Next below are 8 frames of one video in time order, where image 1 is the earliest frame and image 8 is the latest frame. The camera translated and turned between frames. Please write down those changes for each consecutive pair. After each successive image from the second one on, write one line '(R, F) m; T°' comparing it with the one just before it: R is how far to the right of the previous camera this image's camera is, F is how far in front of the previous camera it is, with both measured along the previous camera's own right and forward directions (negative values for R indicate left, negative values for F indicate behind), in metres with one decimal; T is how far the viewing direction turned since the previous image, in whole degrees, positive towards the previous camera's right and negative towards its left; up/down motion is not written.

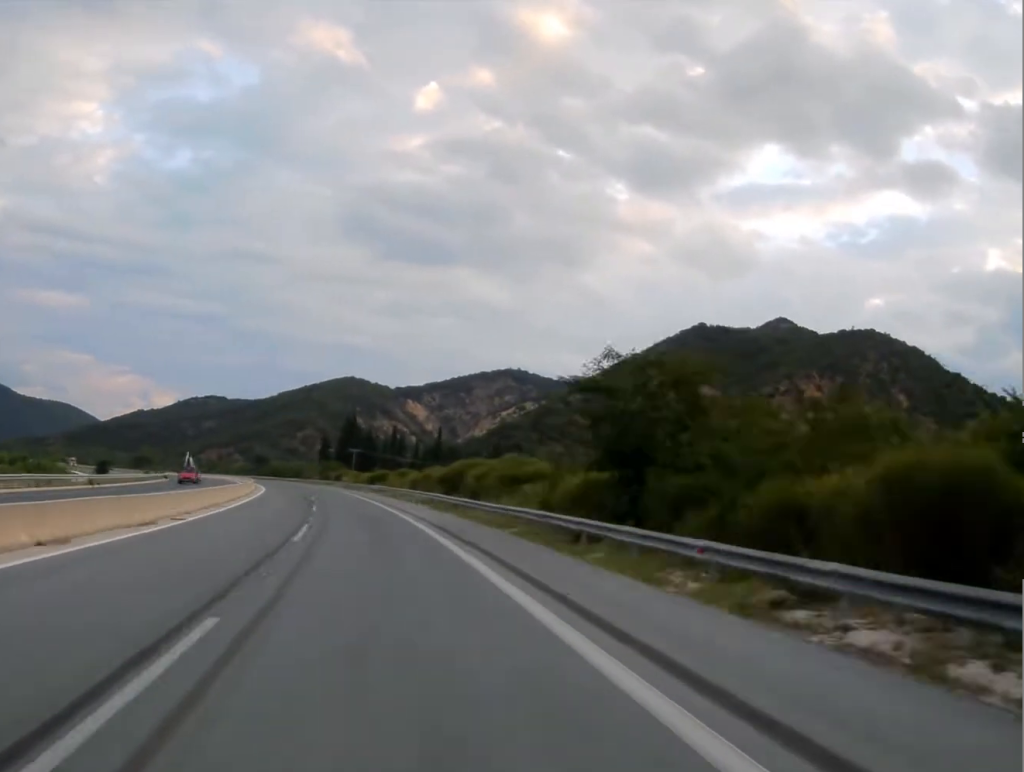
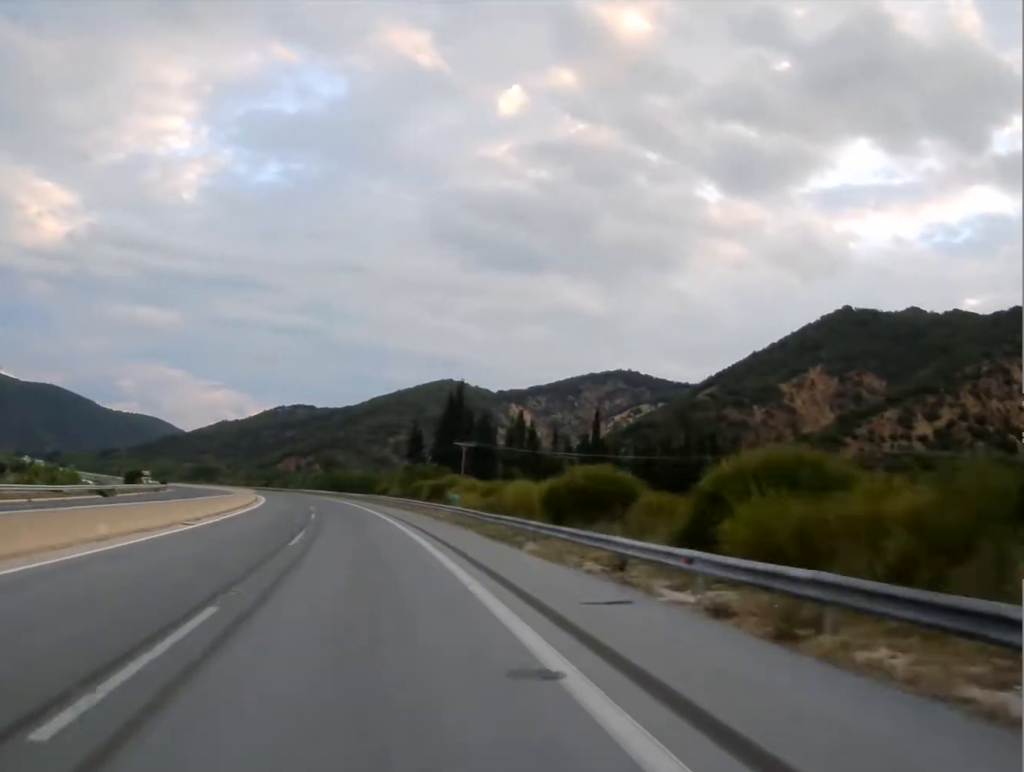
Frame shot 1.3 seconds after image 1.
(-3.0, +72.7) m; -6°
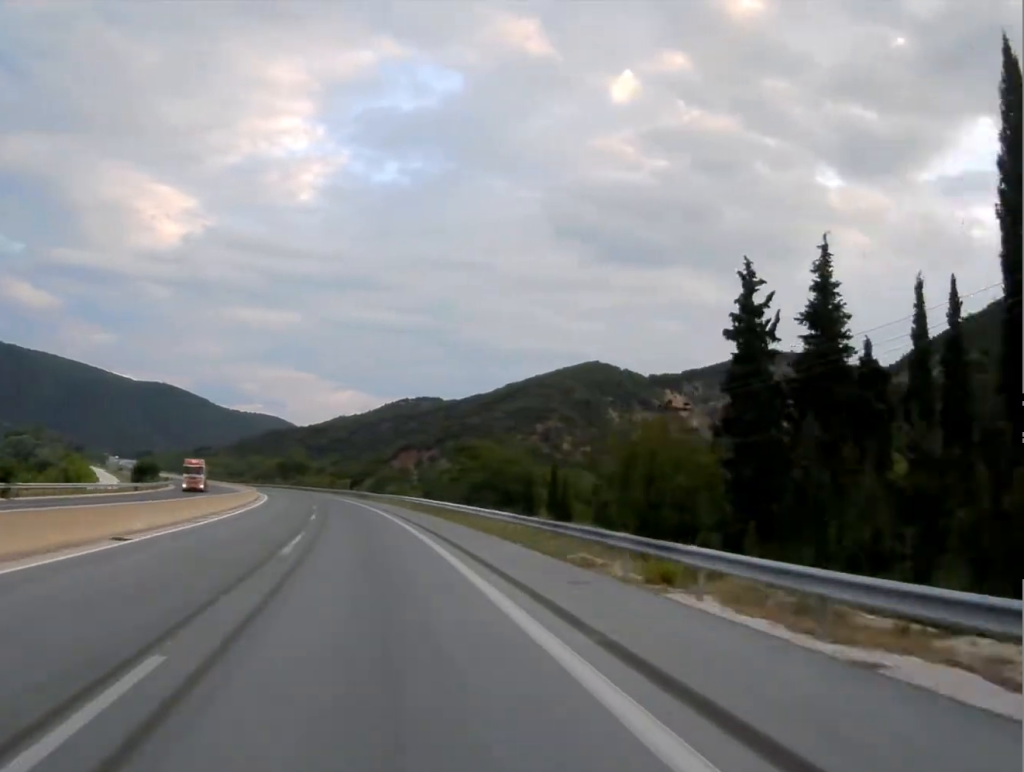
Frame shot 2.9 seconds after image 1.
(-7.3, +95.8) m; -8°
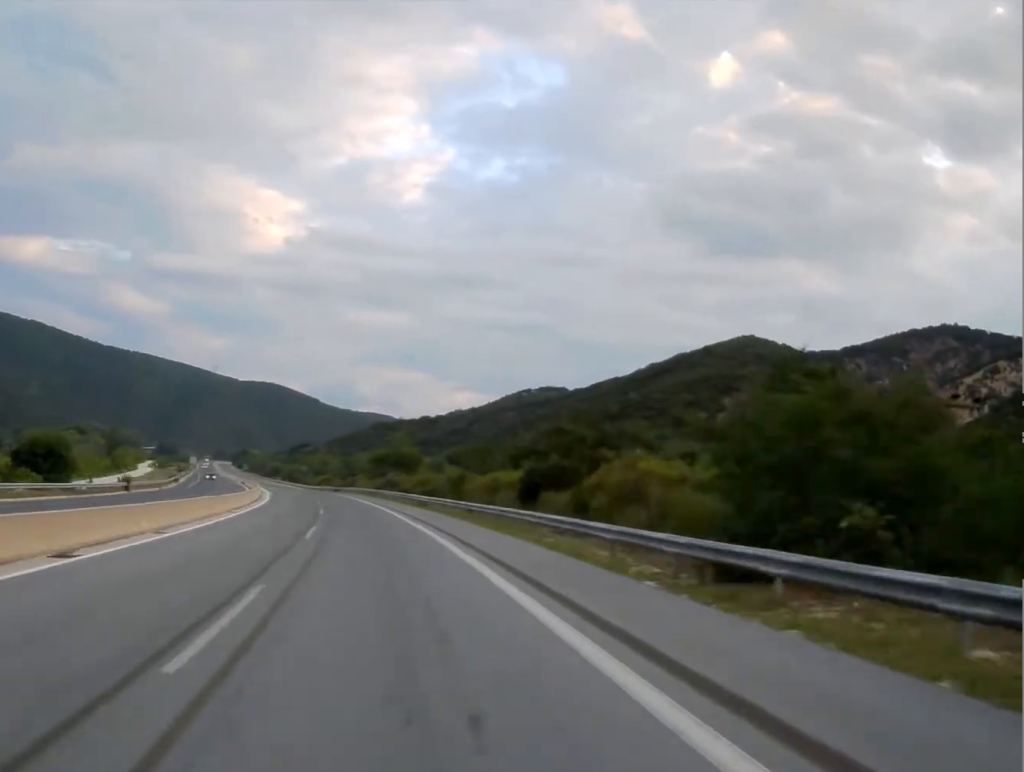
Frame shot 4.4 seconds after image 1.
(-5.3, +88.1) m; -7°
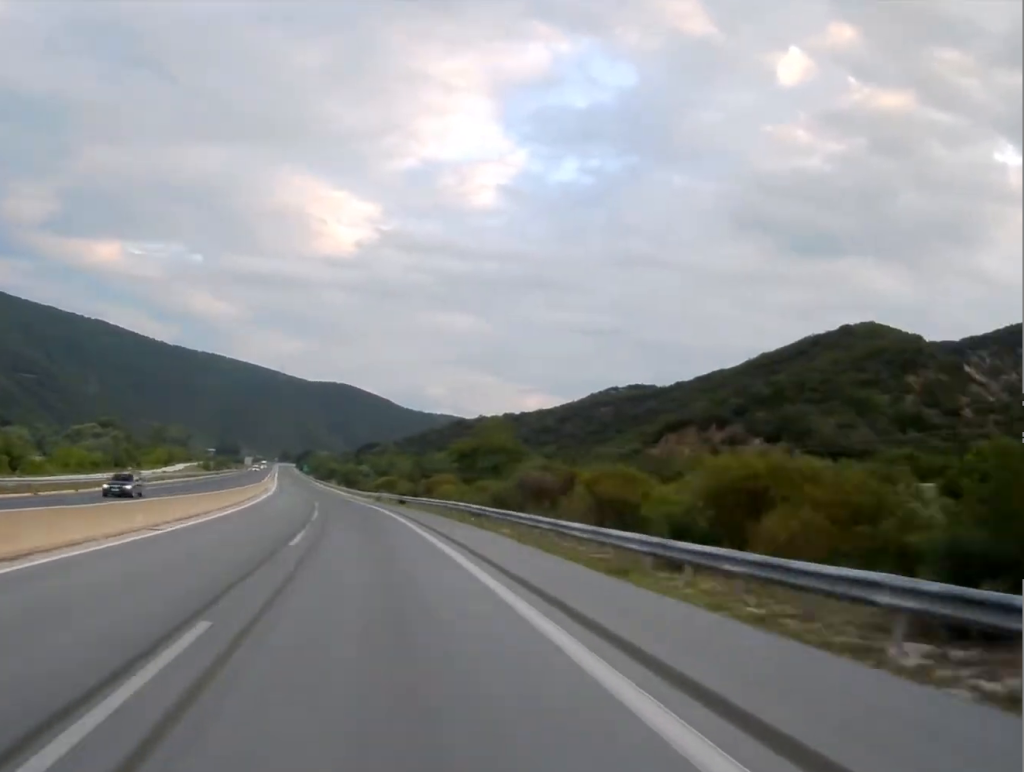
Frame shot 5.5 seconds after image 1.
(-2.4, +60.1) m; -5°
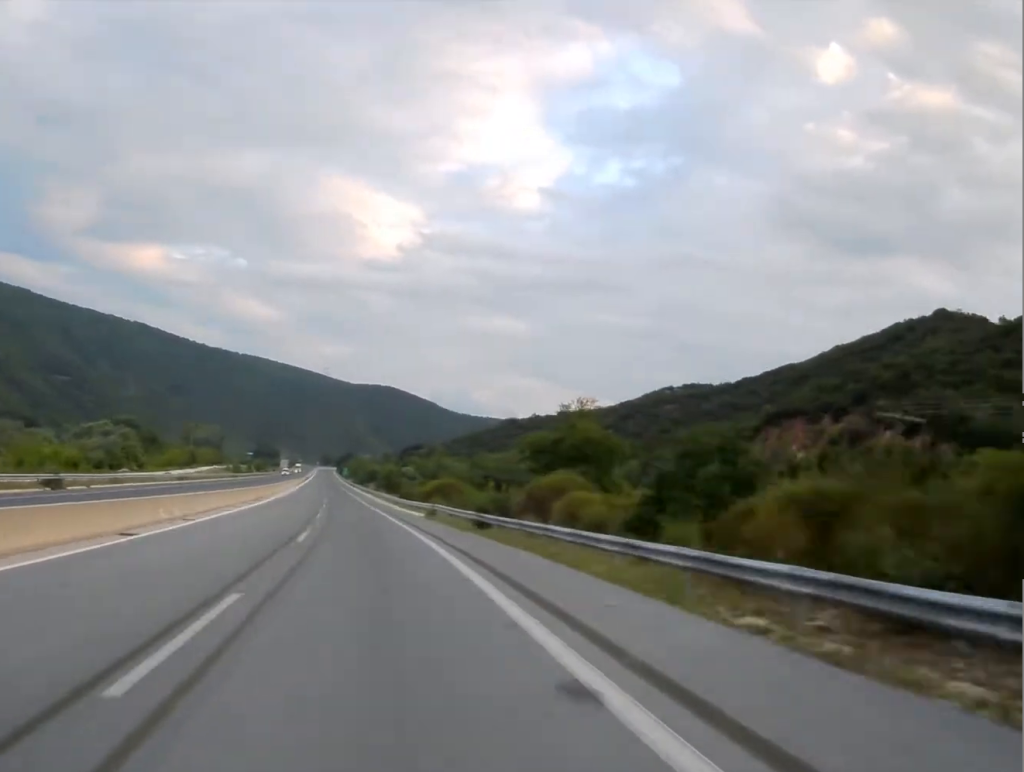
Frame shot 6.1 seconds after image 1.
(-1.1, +34.9) m; -2°
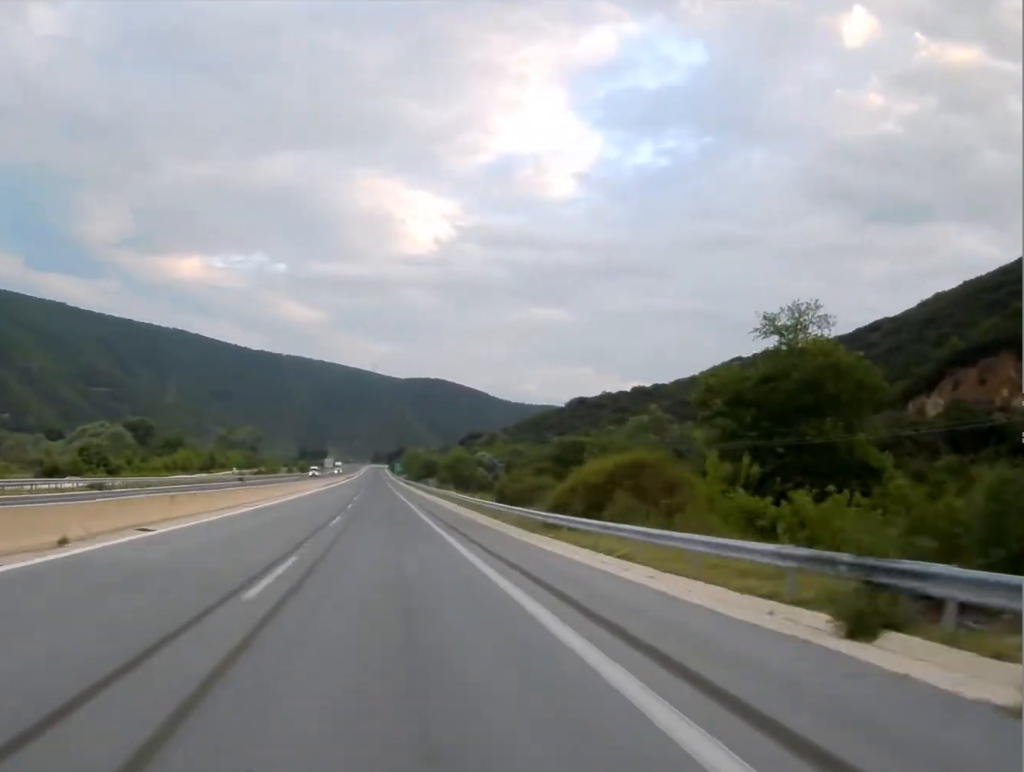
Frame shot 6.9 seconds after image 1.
(-1.4, +50.7) m; -2°
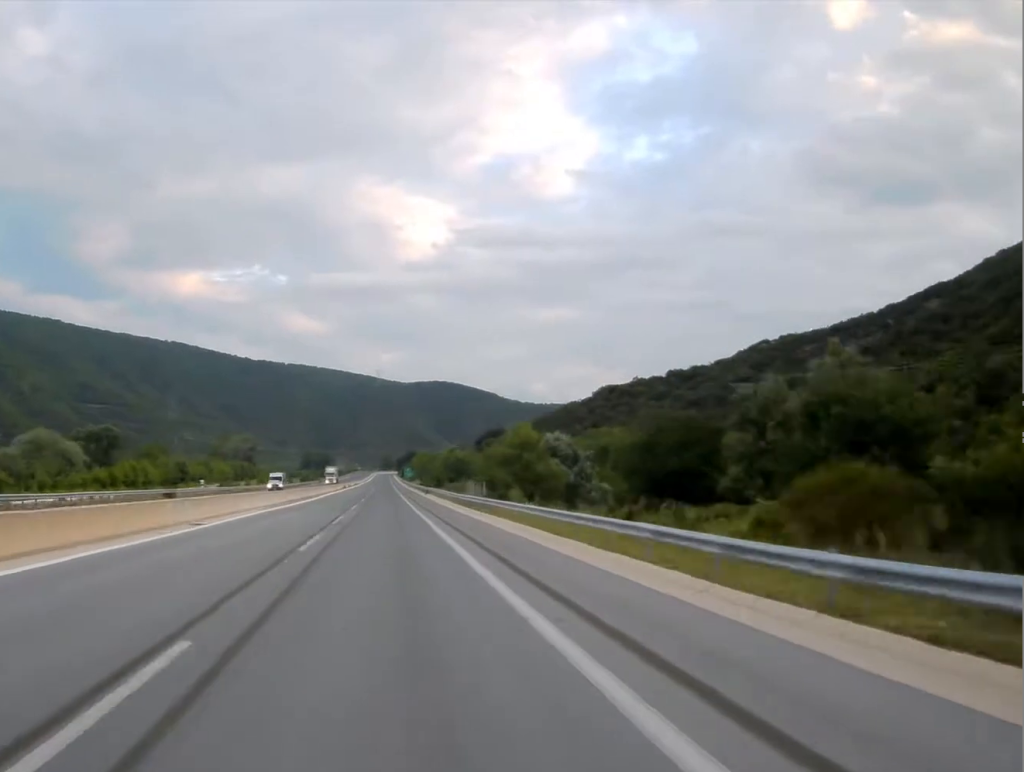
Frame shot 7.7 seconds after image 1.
(-0.6, +46.0) m; -1°
